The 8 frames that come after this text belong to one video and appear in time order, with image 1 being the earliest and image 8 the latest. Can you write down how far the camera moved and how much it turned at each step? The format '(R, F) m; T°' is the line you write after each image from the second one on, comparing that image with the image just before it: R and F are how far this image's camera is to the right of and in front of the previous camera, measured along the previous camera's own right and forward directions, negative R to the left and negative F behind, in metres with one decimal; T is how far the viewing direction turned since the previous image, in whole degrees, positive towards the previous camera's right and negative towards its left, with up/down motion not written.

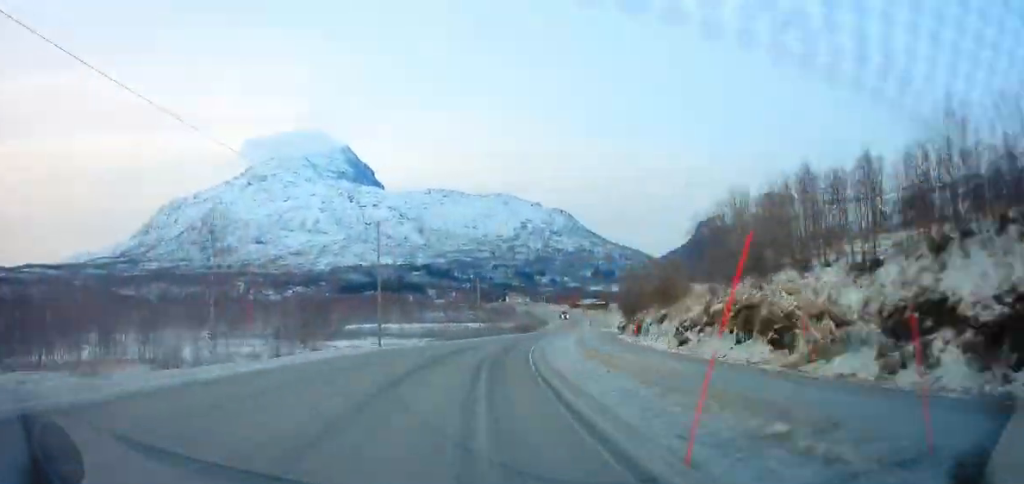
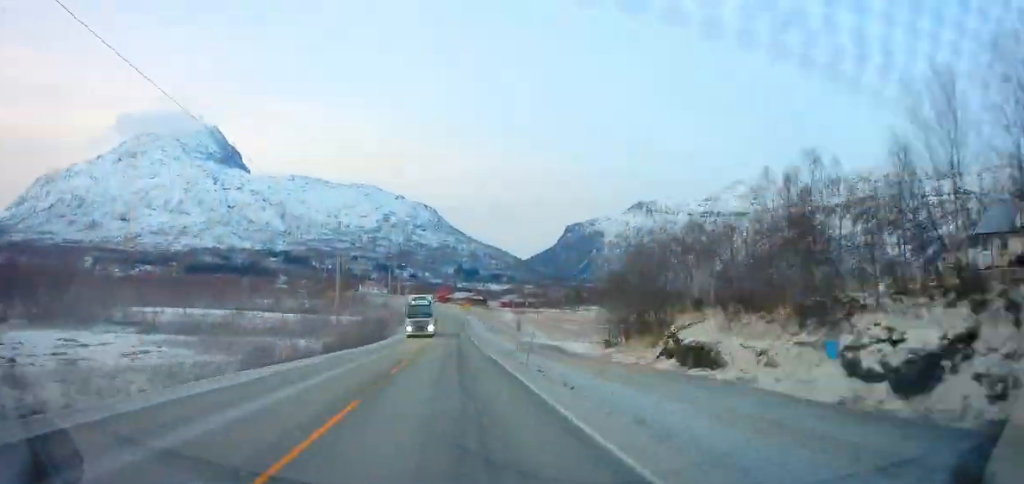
(+11.7, +72.1) m; +4°
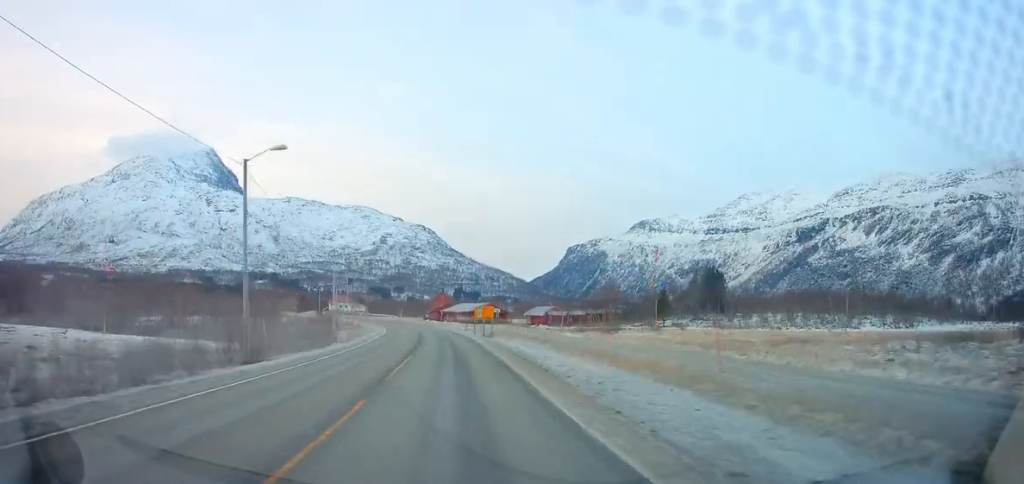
(+0.3, +101.1) m; -3°
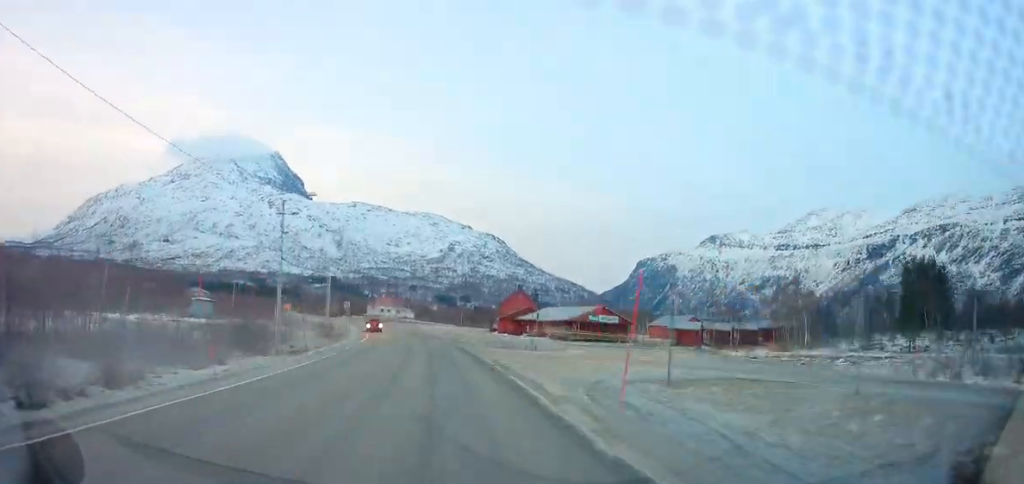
(+1.6, +73.2) m; -5°
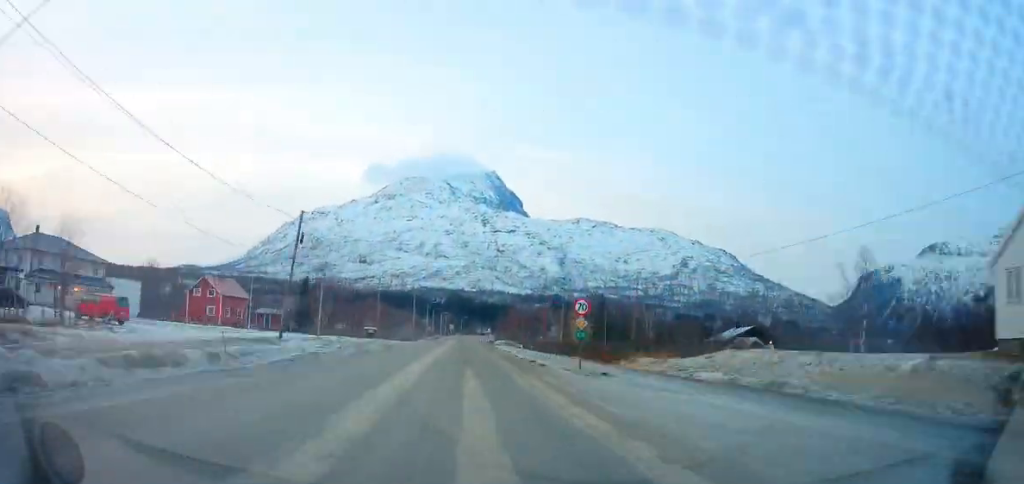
(-31.9, +263.1) m; -6°
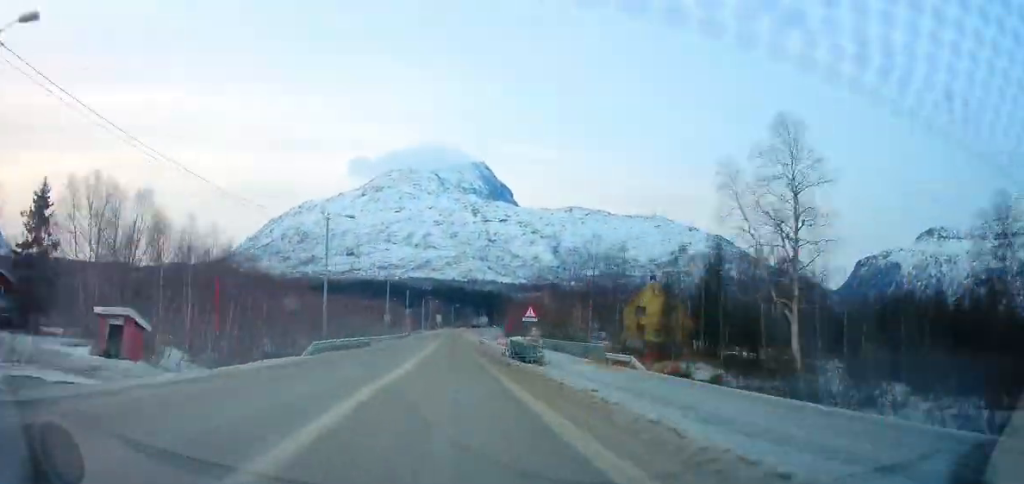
(+2.0, +110.2) m; +2°
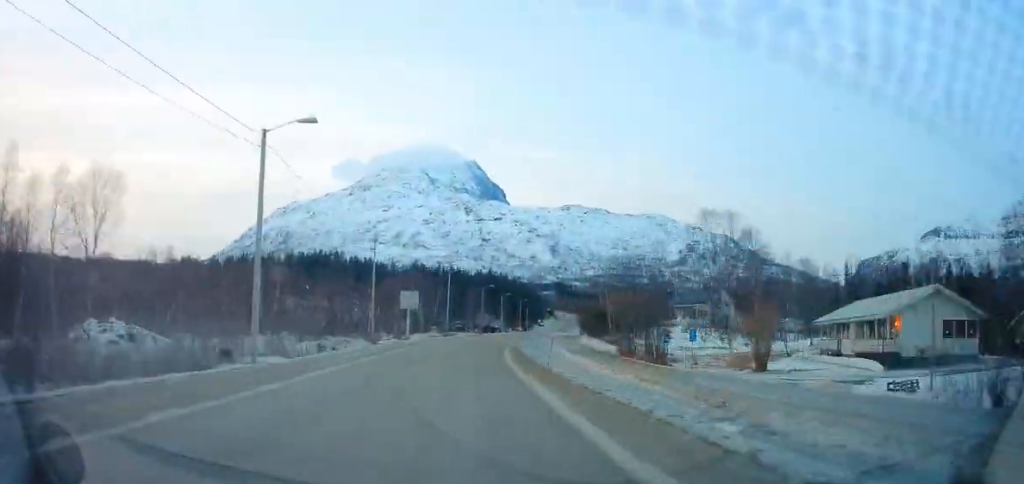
(+5.9, +186.1) m; 0°
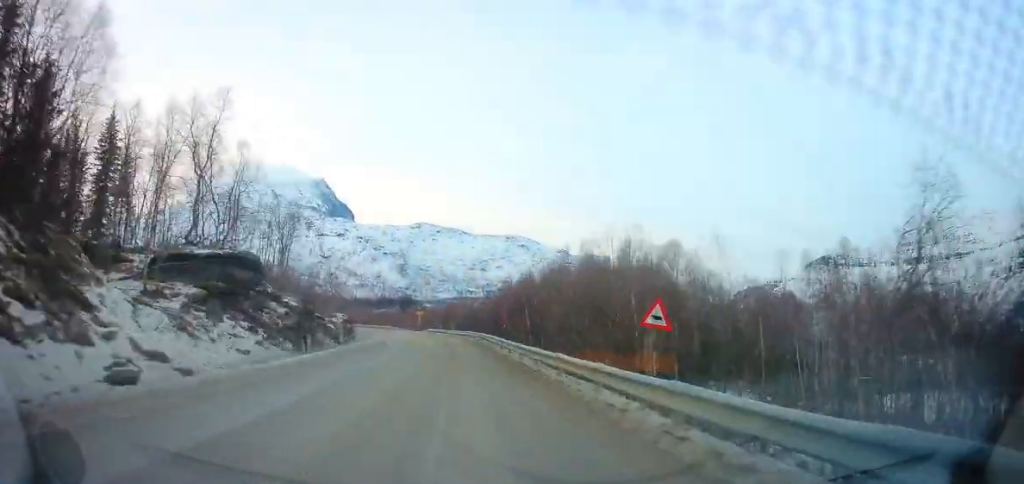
(-19.1, +213.2) m; -28°
